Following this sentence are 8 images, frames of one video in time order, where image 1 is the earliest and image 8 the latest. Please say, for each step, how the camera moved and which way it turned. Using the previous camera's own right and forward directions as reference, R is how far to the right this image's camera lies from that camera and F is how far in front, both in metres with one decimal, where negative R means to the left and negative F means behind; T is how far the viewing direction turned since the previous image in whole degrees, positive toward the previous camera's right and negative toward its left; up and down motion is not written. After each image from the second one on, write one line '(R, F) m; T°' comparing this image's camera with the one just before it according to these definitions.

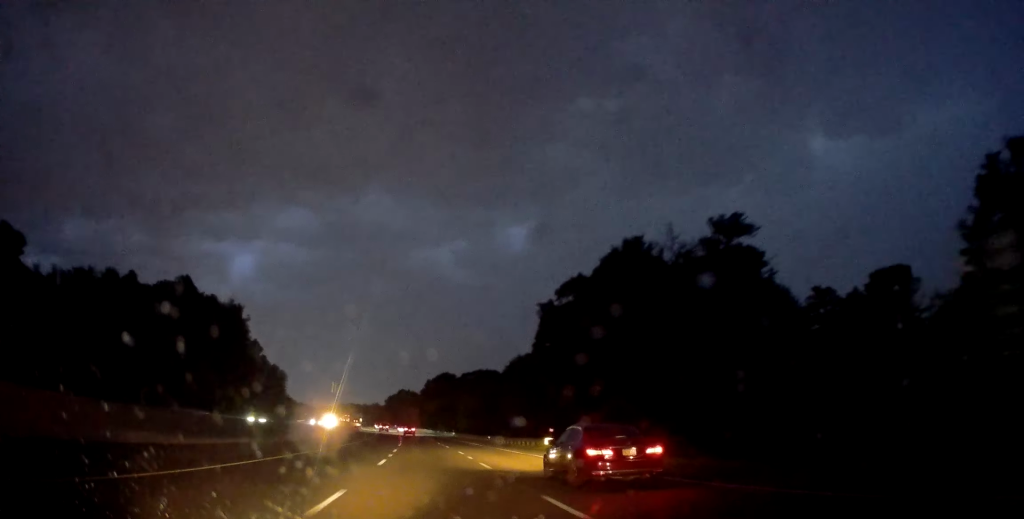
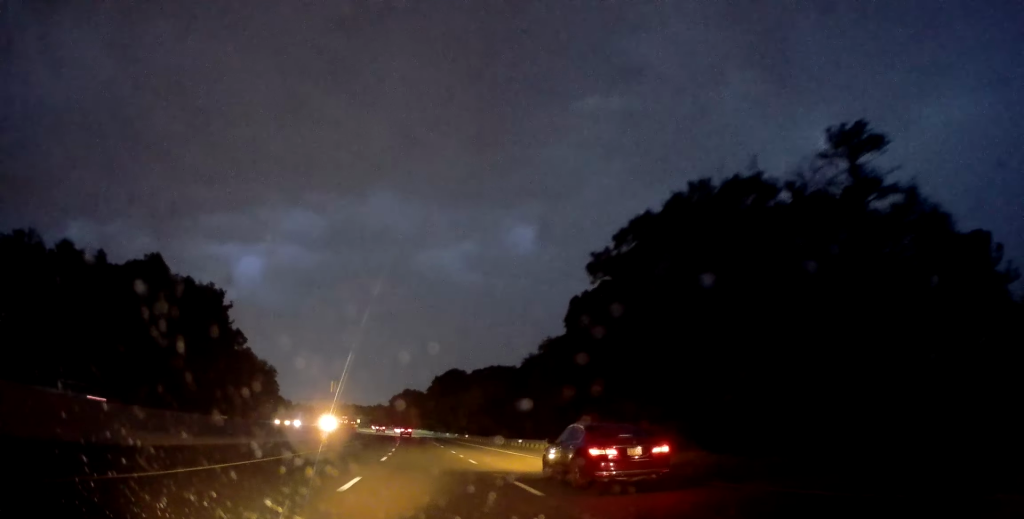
(-0.1, +21.0) m; 0°
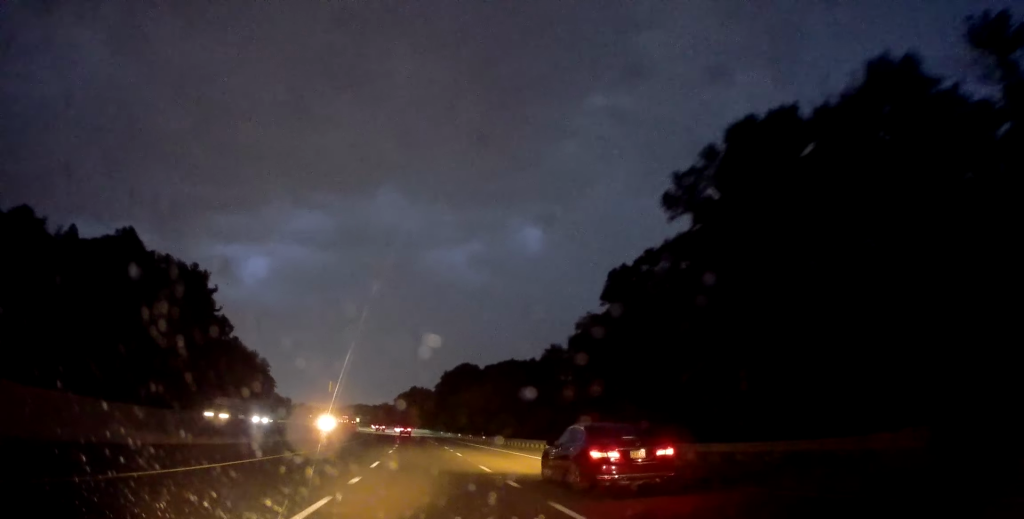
(+0.2, +16.7) m; 0°
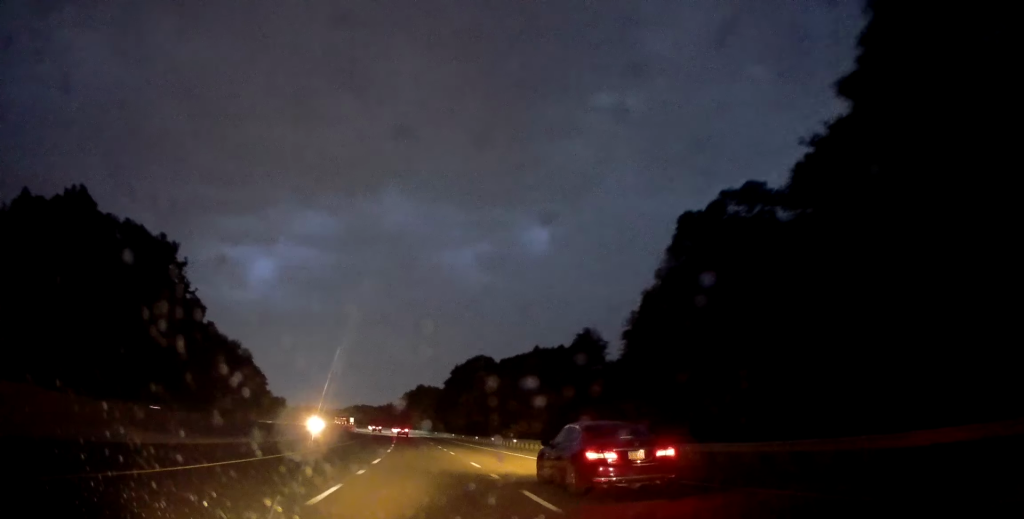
(-0.1, +22.0) m; -1°
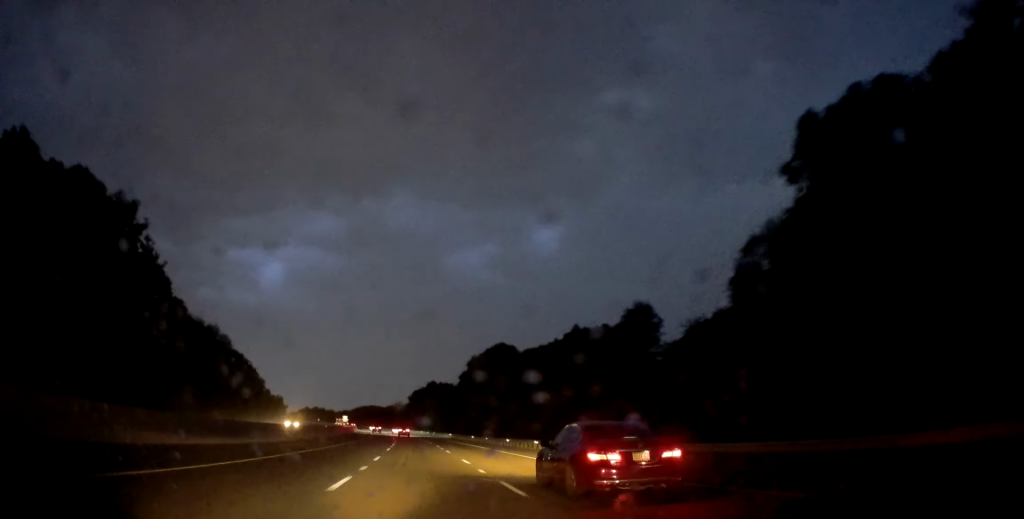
(-0.2, +23.1) m; -2°
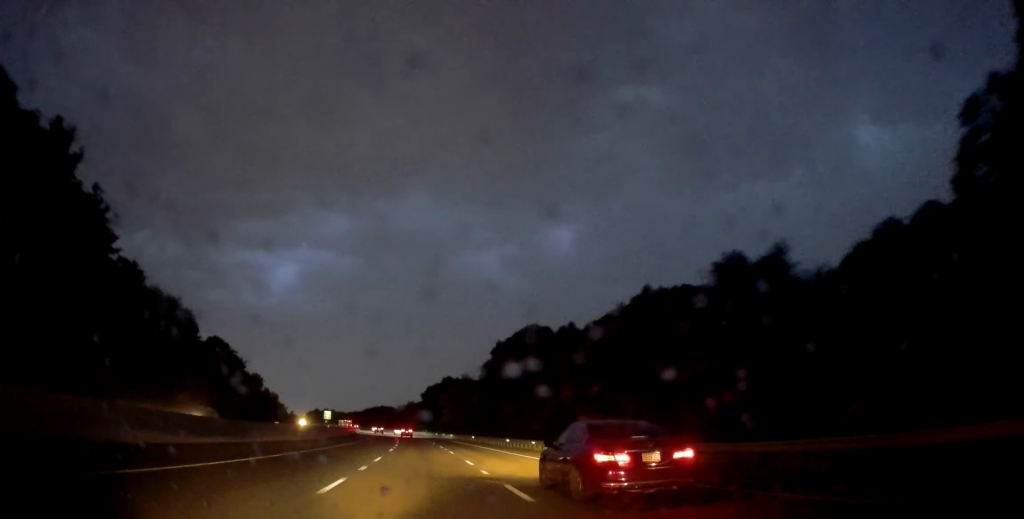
(-0.8, +25.2) m; -1°
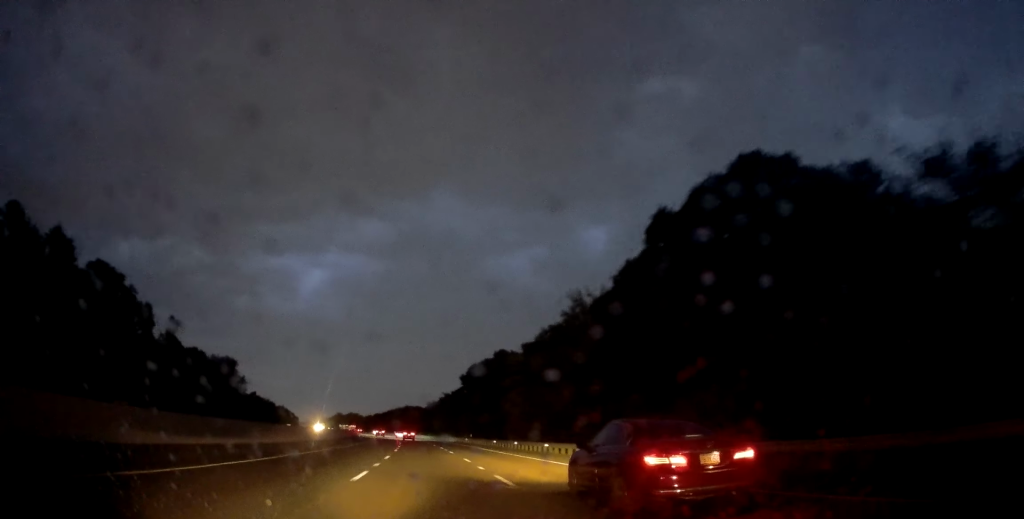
(-0.5, +69.8) m; -2°
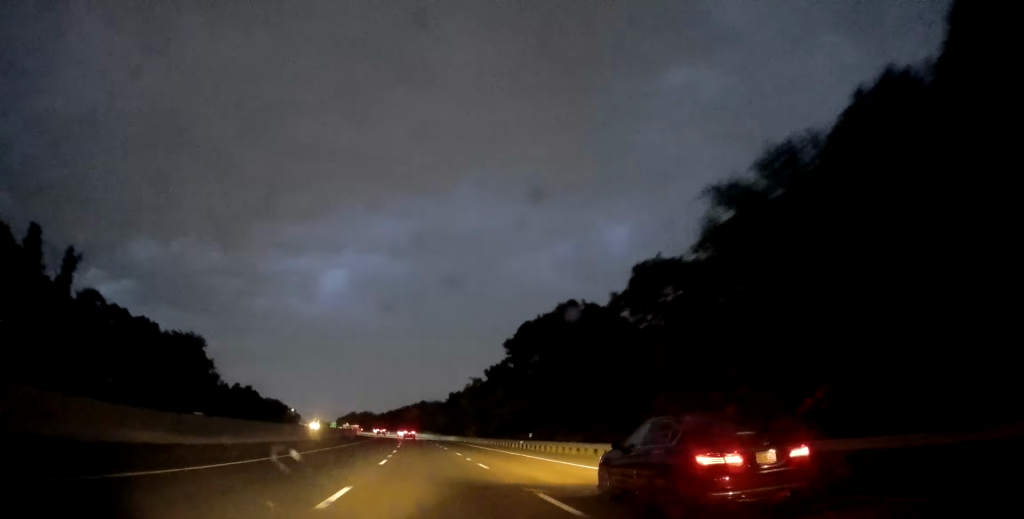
(-1.0, +41.2) m; -3°
